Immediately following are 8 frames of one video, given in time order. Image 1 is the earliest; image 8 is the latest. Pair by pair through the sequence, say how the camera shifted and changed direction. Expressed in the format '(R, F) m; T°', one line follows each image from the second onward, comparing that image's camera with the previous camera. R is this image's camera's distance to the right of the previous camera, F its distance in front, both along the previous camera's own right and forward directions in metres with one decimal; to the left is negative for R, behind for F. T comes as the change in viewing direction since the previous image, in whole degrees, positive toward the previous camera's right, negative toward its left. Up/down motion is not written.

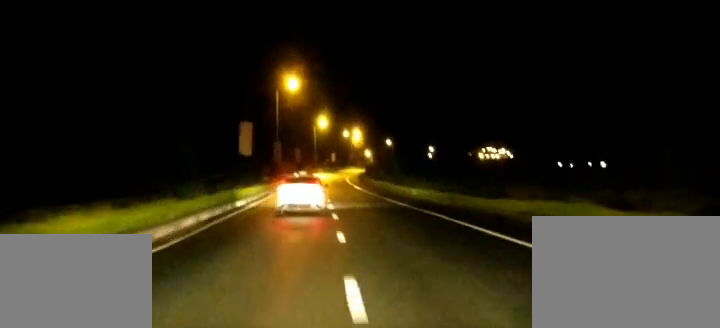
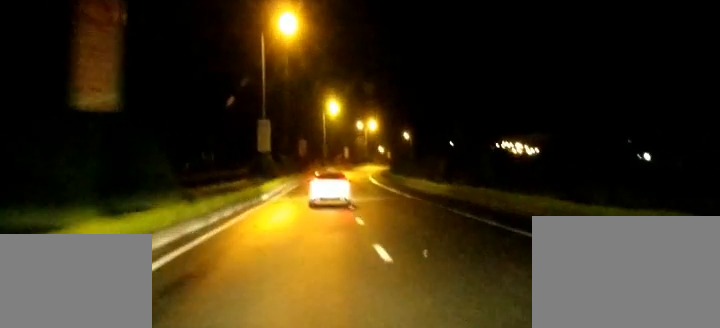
(+0.1, +36.7) m; +1°
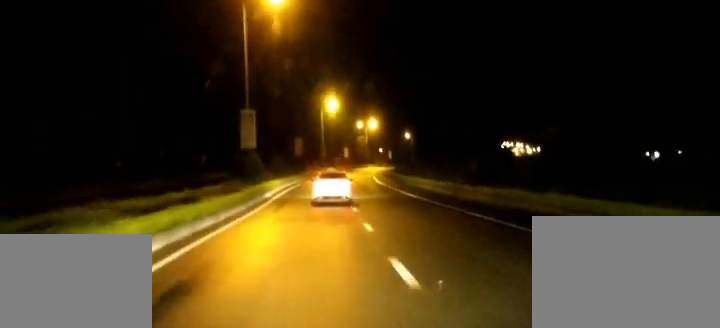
(-0.1, +10.5) m; -1°
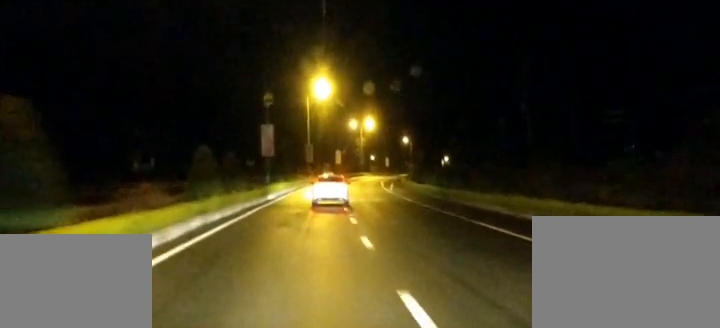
(-0.6, +34.9) m; +1°
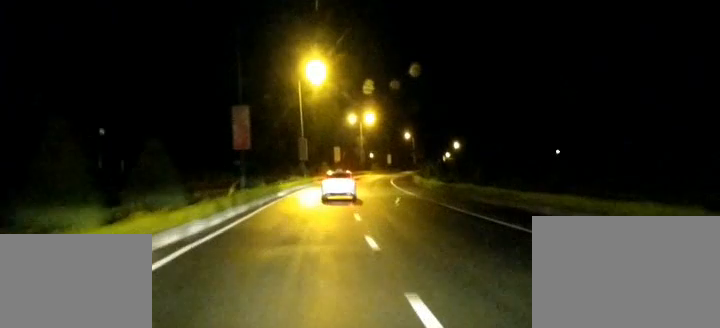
(+0.6, +14.9) m; +3°
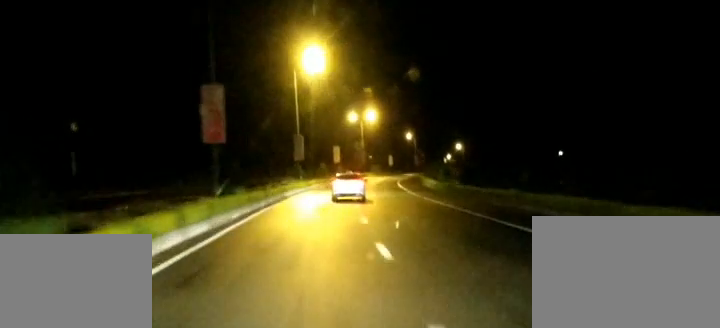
(+0.1, +10.1) m; 0°
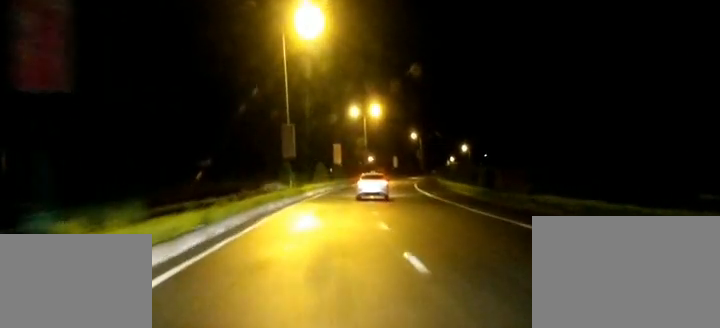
(-0.1, +17.0) m; 0°
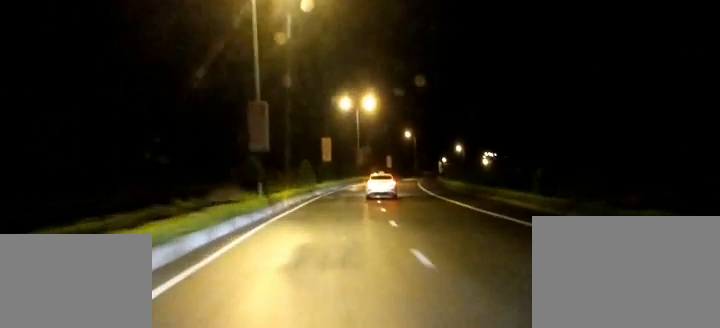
(-0.2, +14.6) m; +1°
